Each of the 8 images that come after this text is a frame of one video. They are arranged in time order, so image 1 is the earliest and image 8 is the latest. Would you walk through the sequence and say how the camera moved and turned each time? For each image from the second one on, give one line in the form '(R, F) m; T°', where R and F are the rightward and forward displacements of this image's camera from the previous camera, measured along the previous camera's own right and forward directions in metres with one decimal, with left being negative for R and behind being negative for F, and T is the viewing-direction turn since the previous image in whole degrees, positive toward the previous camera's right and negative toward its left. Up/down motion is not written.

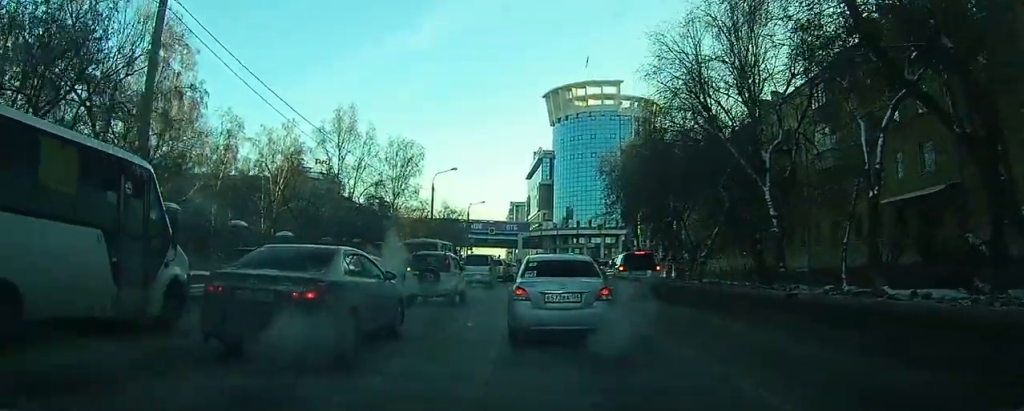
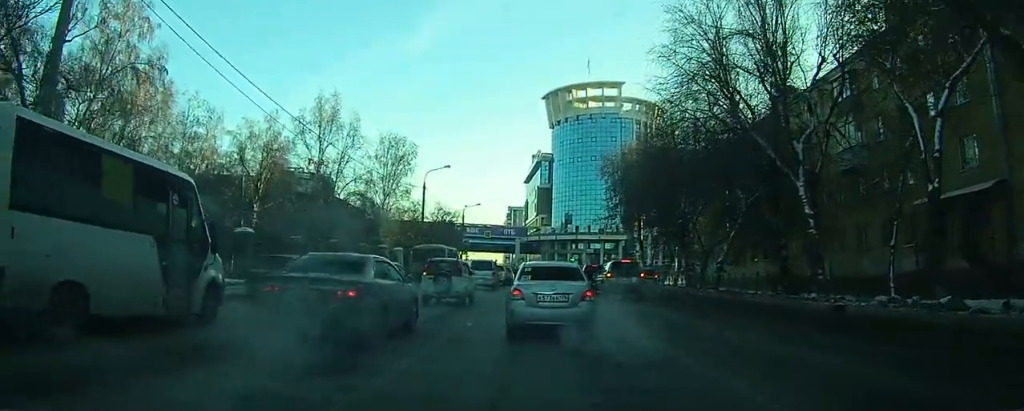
(0.0, +3.9) m; +2°
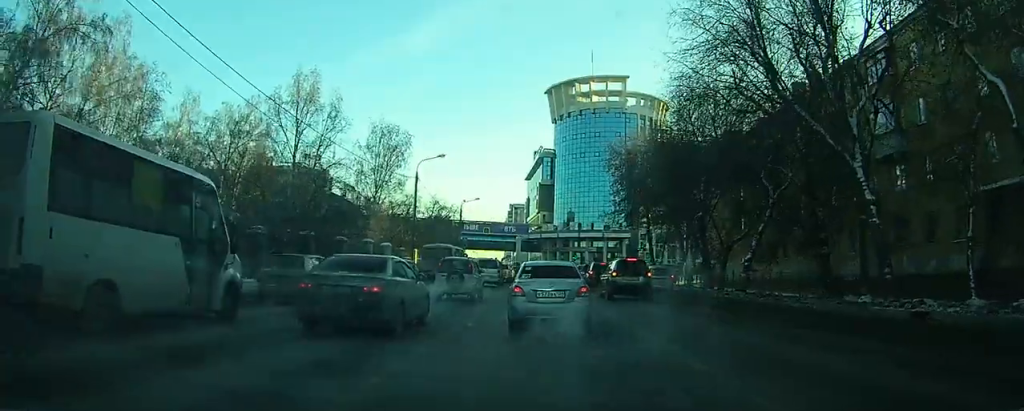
(+0.1, +3.6) m; +3°
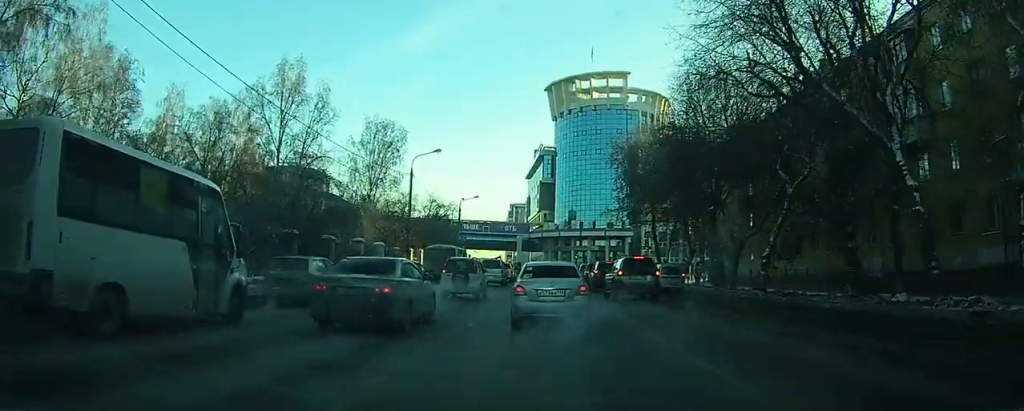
(0.0, +1.9) m; 0°
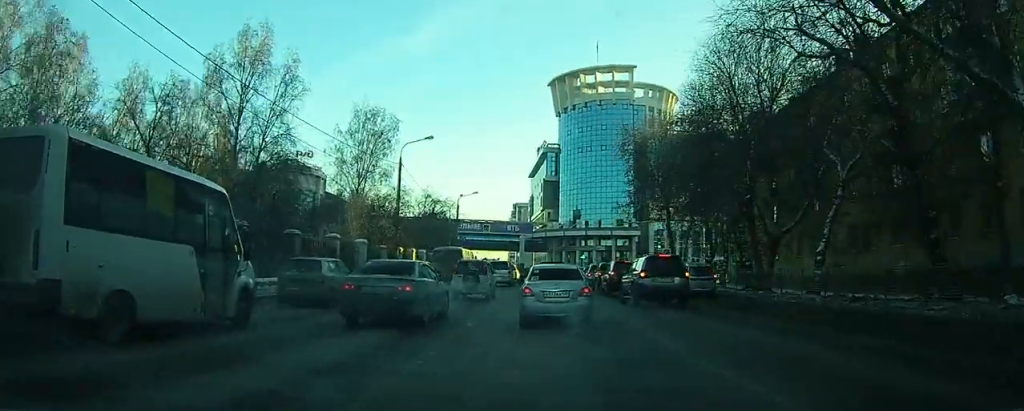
(0.0, +4.4) m; +1°
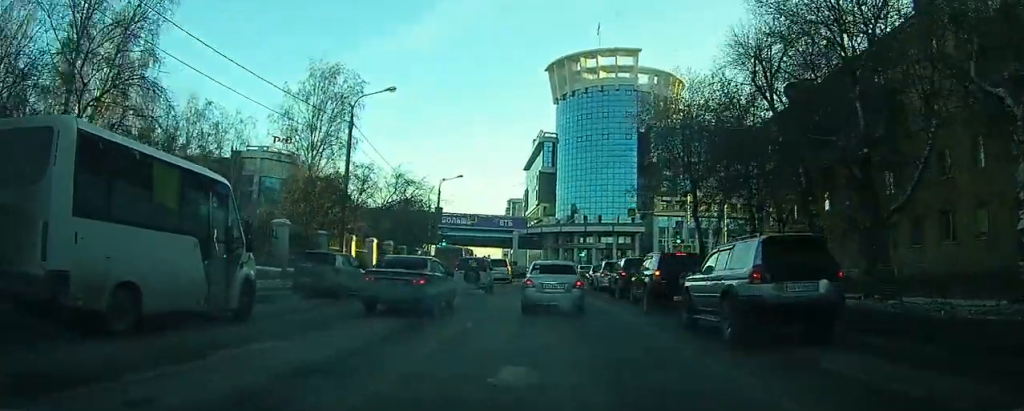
(+0.1, +9.4) m; +1°
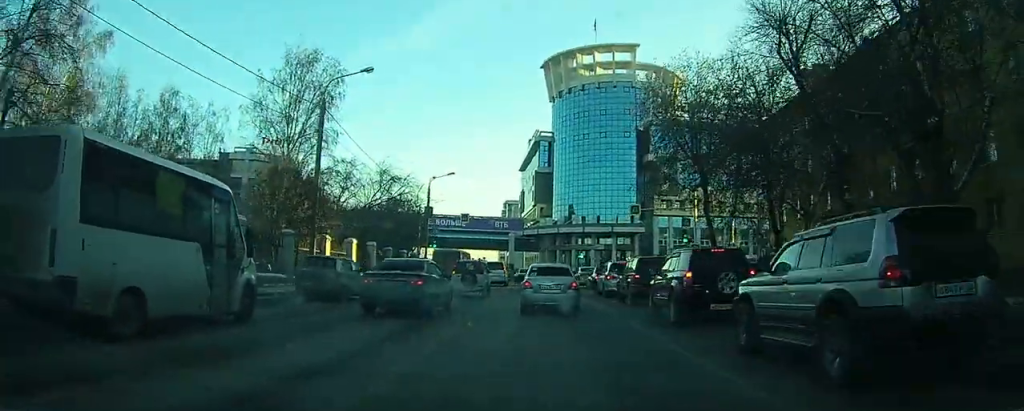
(0.0, +3.1) m; 0°
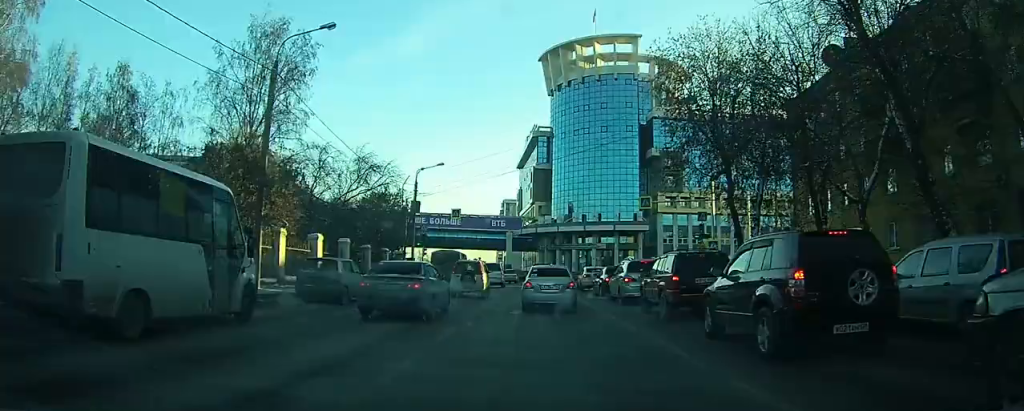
(0.0, +4.4) m; 0°
